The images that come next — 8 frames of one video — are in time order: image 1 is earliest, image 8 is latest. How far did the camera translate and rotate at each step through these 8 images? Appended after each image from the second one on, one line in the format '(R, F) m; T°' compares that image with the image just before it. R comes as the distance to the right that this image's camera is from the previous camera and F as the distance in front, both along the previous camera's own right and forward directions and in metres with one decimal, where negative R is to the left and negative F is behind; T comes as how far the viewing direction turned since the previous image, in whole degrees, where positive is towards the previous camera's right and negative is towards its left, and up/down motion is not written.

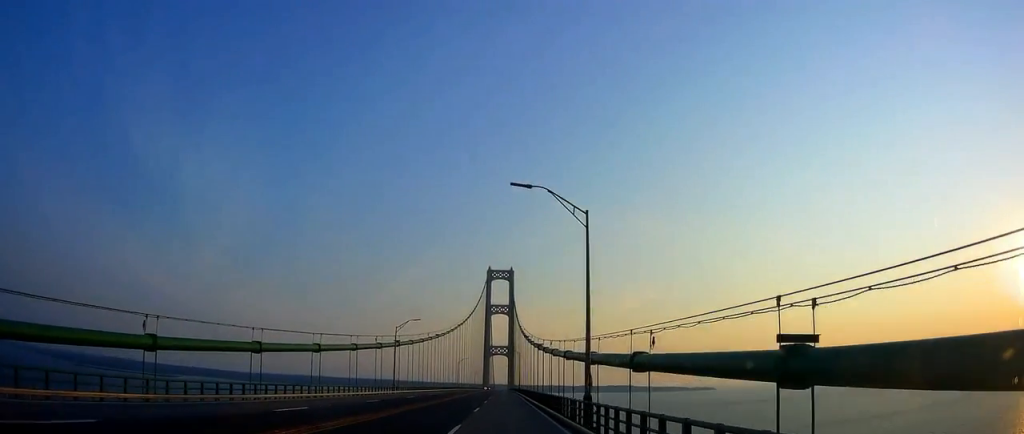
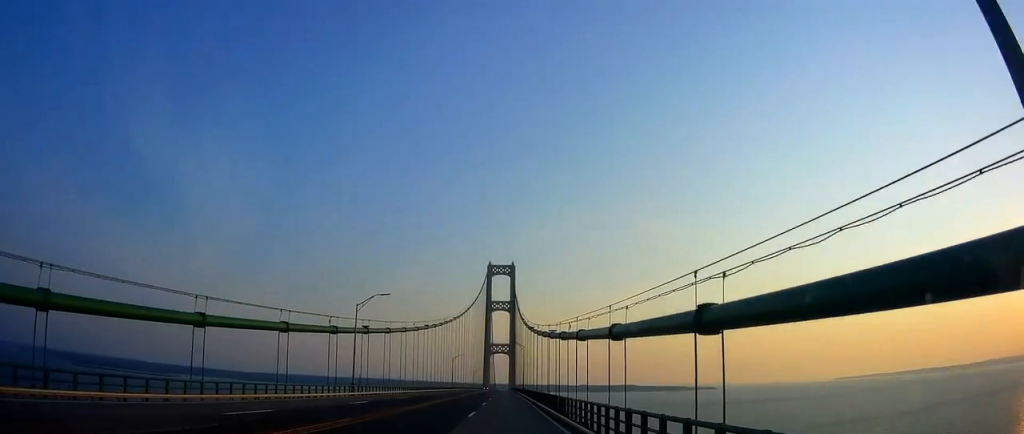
(-0.3, +19.3) m; -1°
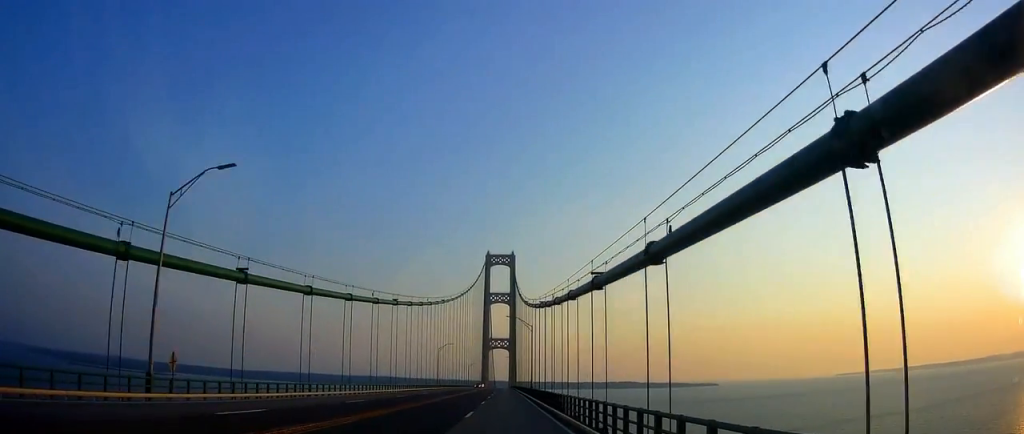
(+0.3, +31.1) m; +2°
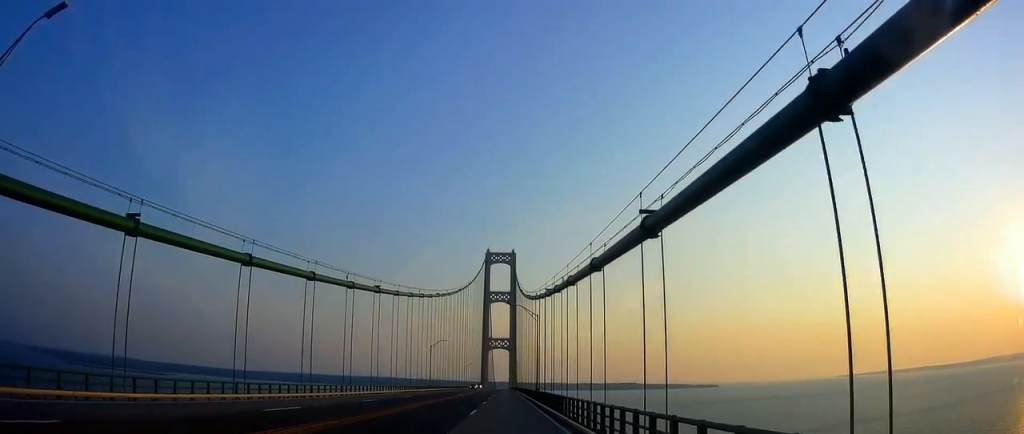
(0.0, +11.6) m; -1°
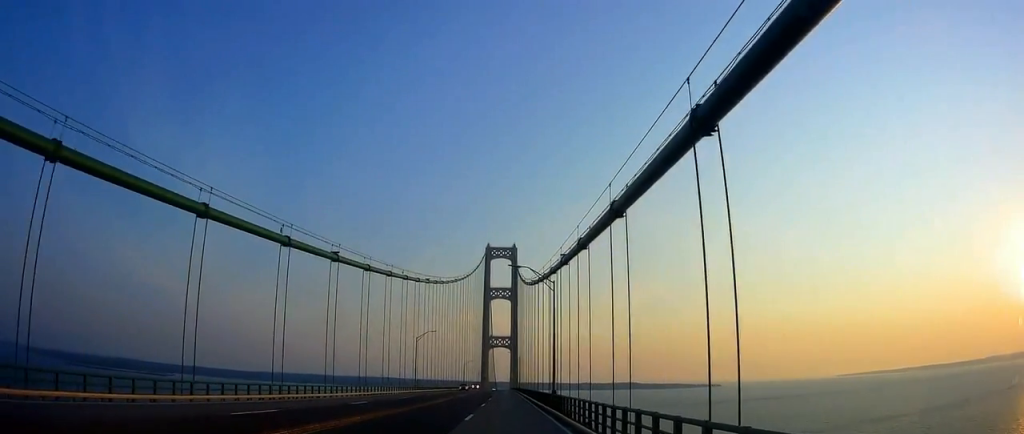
(-0.2, +18.1) m; -1°
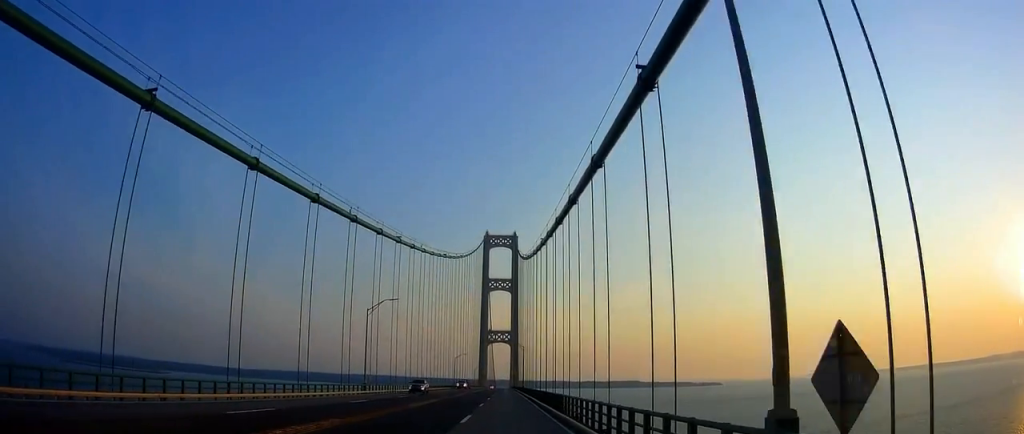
(+0.1, +30.5) m; +1°
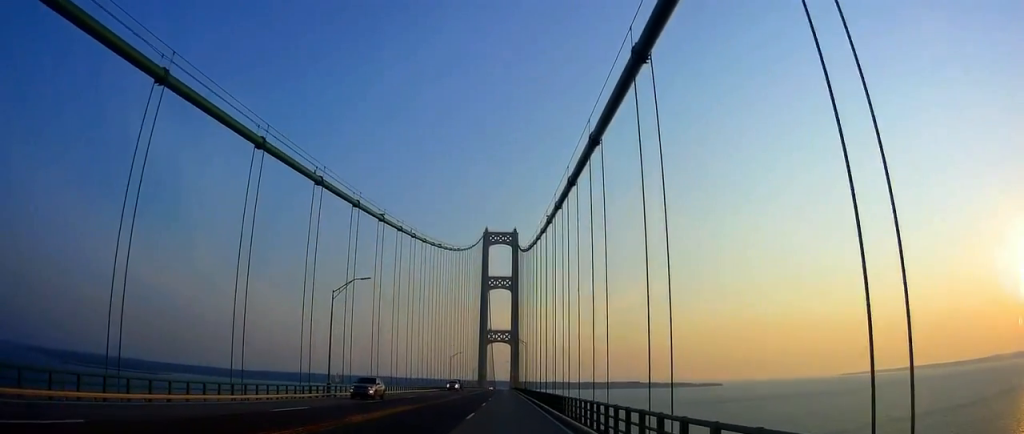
(+0.1, +11.7) m; 0°
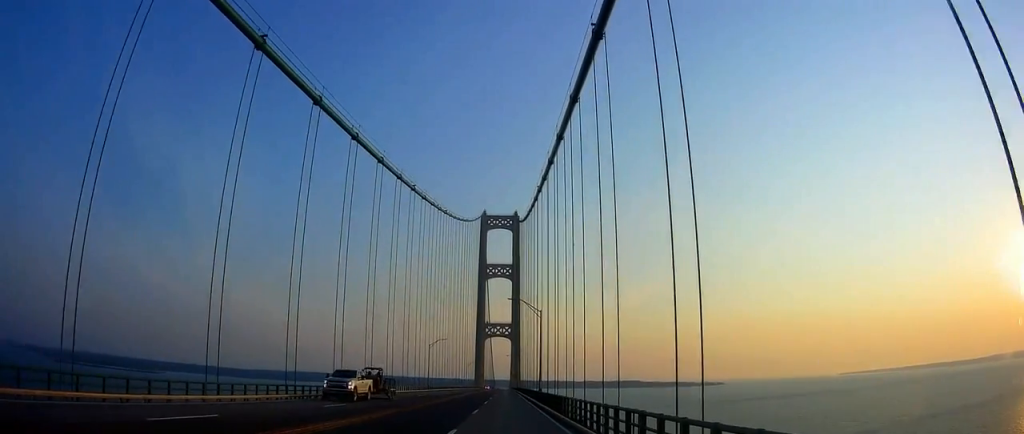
(-0.2, +40.3) m; -2°
